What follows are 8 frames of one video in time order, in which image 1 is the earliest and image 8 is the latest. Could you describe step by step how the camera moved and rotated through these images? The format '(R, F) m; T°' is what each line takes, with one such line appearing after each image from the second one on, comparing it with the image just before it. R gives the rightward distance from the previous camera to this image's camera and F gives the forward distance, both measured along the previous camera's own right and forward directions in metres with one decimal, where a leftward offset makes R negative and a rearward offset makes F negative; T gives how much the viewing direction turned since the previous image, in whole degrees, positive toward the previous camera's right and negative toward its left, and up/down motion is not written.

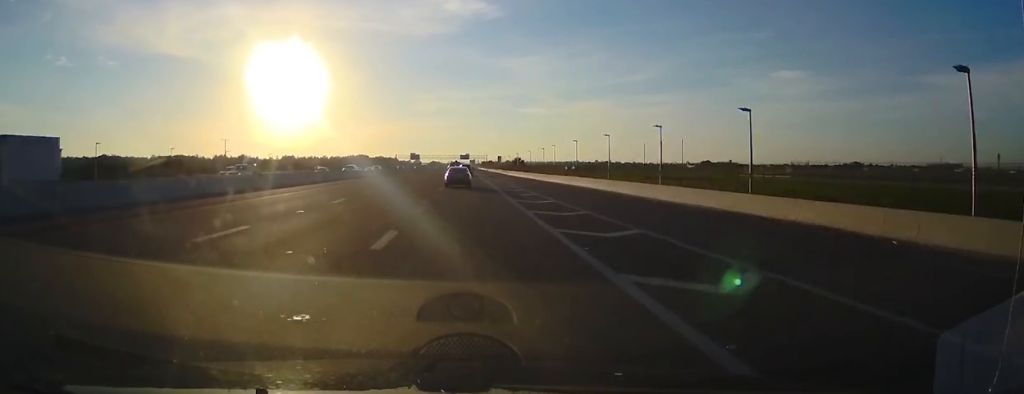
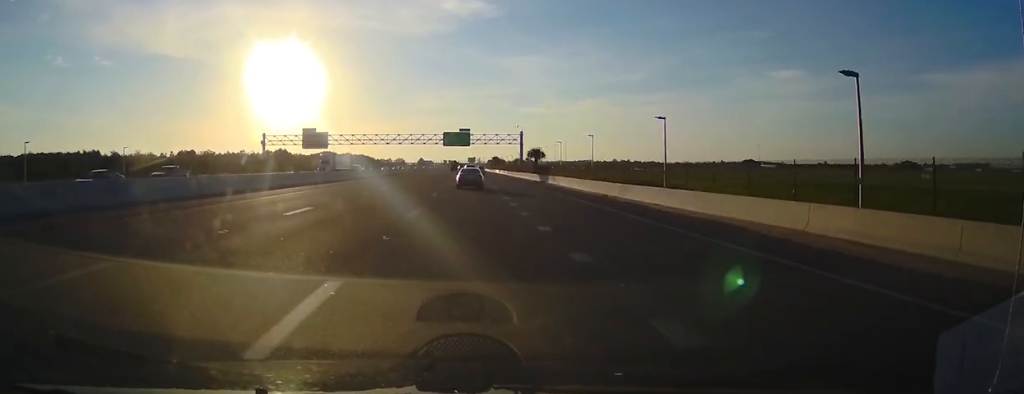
(+0.8, +212.7) m; 0°
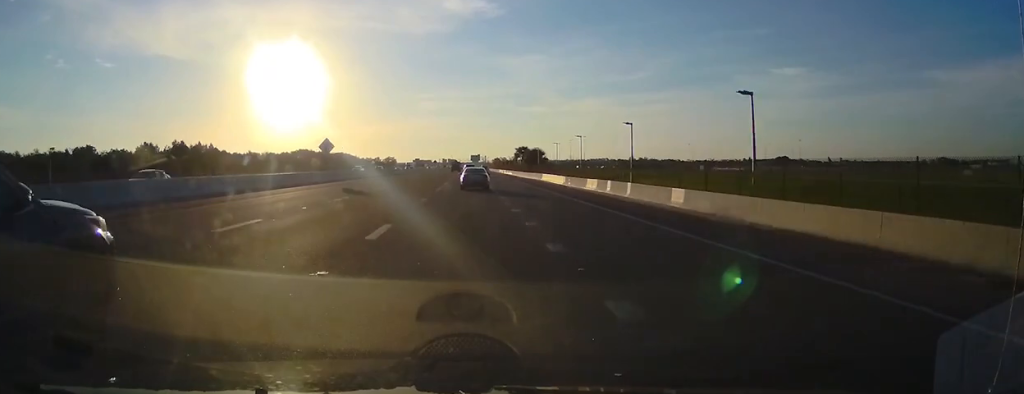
(-1.0, +113.8) m; 0°
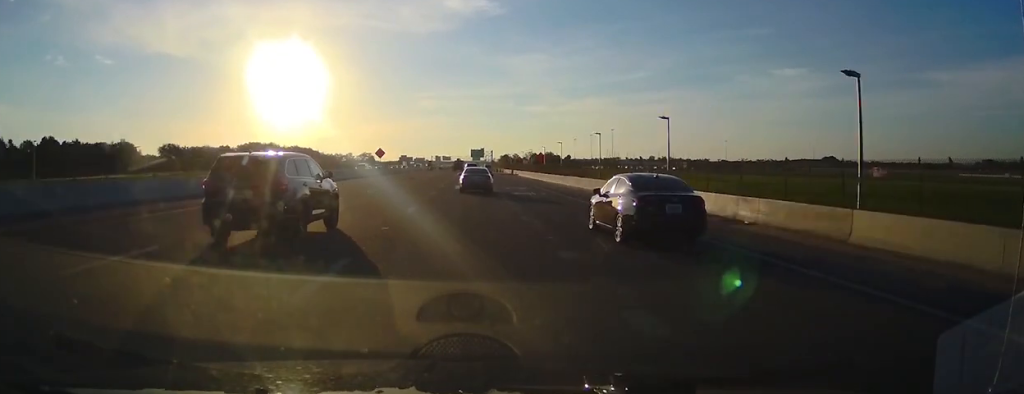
(+1.1, +137.8) m; +1°
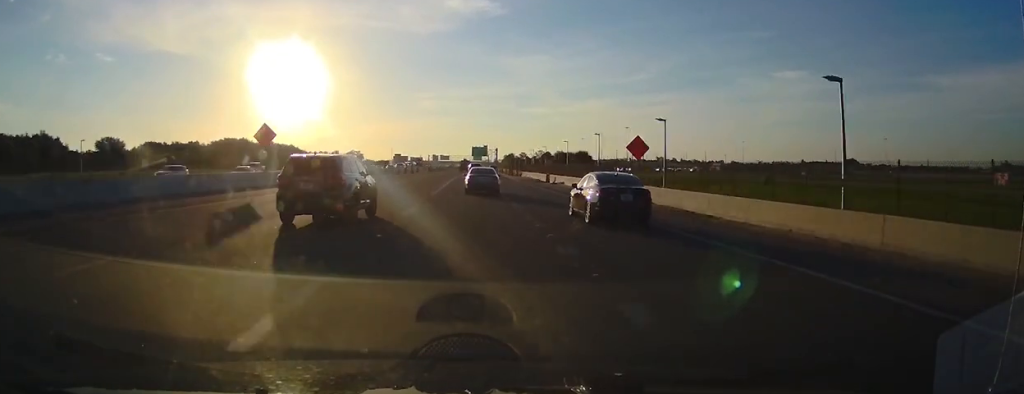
(+0.2, +49.7) m; 0°
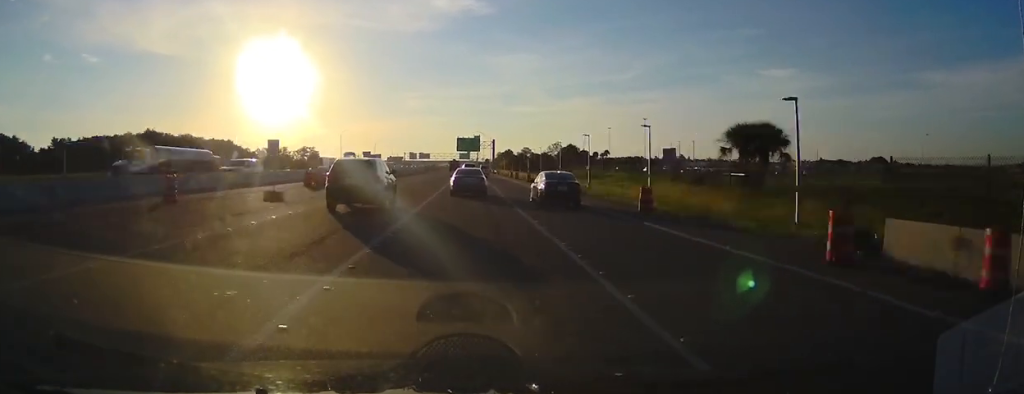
(+0.4, +91.2) m; 0°
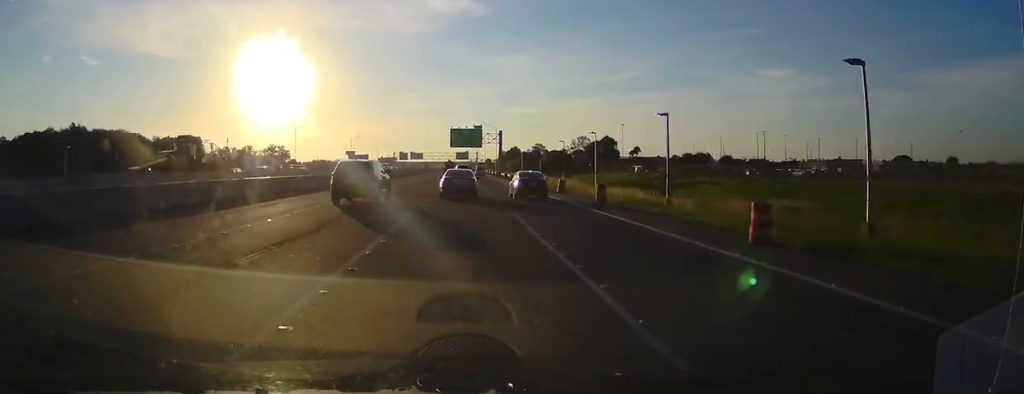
(+0.4, +51.8) m; 0°
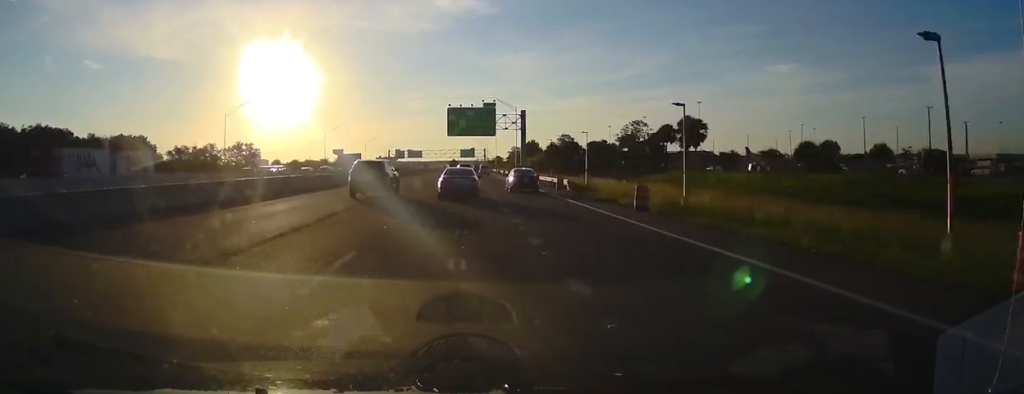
(-0.4, +47.4) m; 0°
